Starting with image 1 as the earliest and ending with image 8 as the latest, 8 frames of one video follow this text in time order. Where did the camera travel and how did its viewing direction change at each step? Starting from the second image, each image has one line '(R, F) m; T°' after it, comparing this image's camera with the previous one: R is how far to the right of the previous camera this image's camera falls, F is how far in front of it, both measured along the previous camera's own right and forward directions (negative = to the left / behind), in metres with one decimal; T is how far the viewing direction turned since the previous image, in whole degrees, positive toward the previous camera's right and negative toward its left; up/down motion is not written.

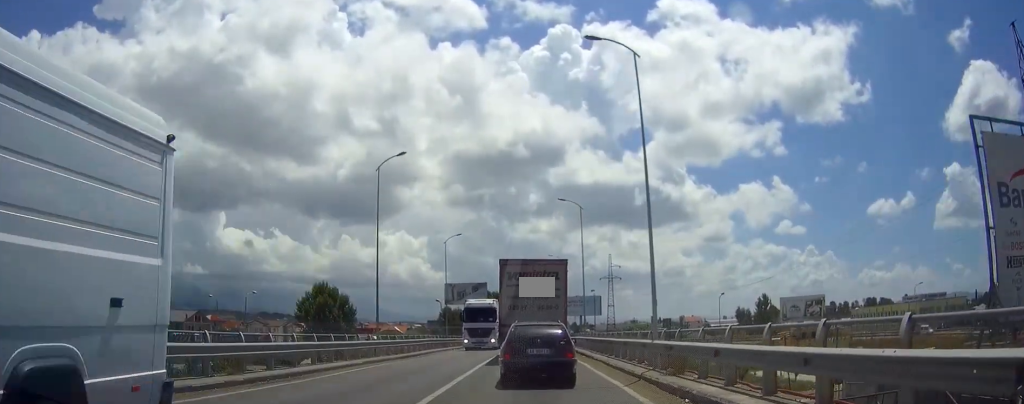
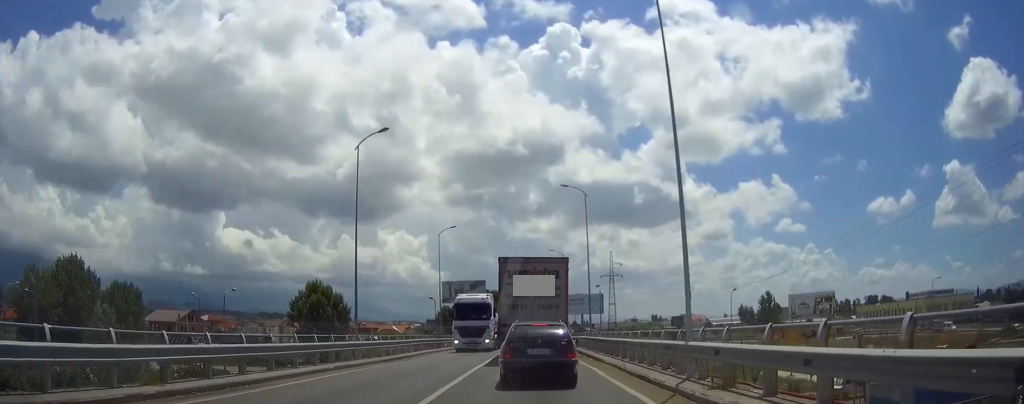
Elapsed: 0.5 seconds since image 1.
(0.0, +4.1) m; 0°
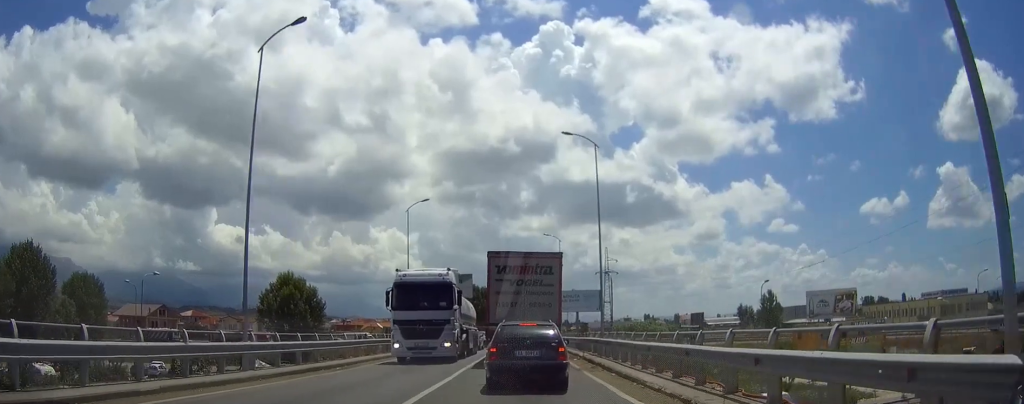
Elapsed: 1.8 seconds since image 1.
(+0.1, +11.2) m; 0°
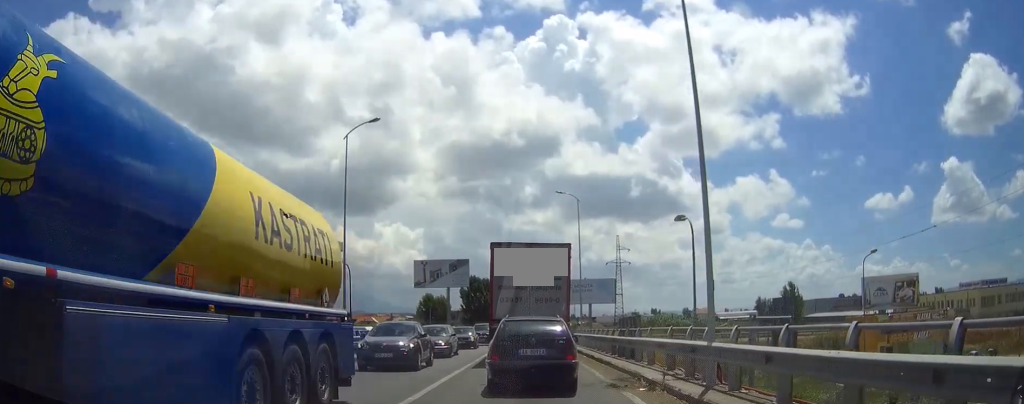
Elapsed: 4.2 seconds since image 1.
(-0.3, +17.0) m; -1°
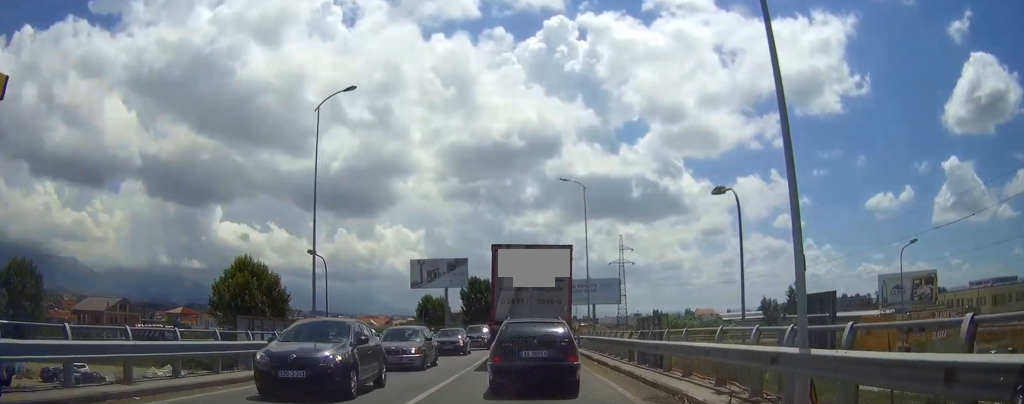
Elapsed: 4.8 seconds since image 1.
(0.0, +4.3) m; +1°
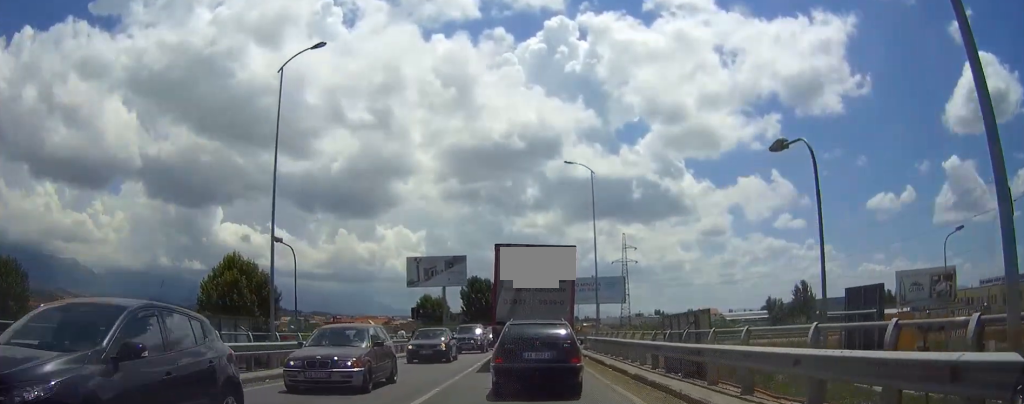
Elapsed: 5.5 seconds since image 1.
(+0.1, +4.0) m; 0°
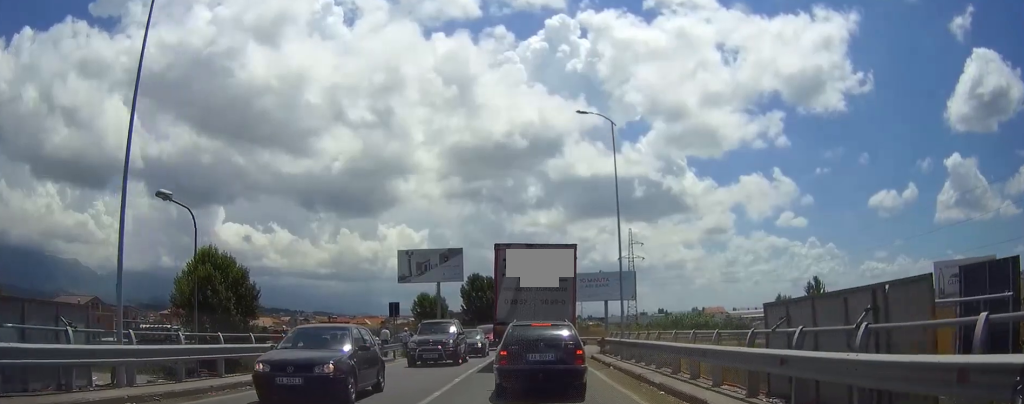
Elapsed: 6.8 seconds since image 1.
(0.0, +7.8) m; -1°
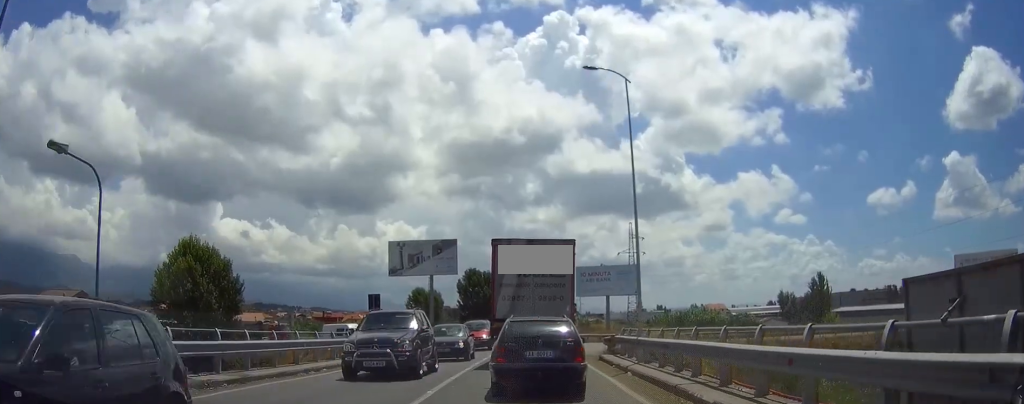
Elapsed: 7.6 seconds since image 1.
(-0.1, +4.2) m; -1°
